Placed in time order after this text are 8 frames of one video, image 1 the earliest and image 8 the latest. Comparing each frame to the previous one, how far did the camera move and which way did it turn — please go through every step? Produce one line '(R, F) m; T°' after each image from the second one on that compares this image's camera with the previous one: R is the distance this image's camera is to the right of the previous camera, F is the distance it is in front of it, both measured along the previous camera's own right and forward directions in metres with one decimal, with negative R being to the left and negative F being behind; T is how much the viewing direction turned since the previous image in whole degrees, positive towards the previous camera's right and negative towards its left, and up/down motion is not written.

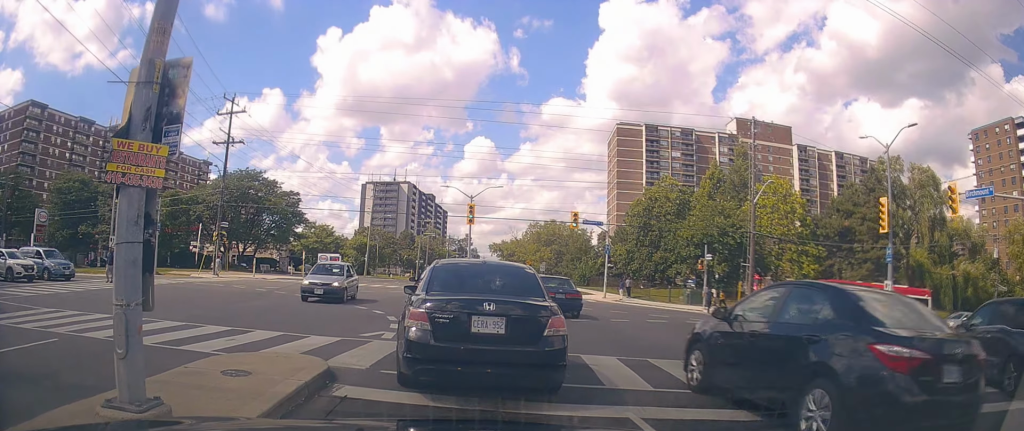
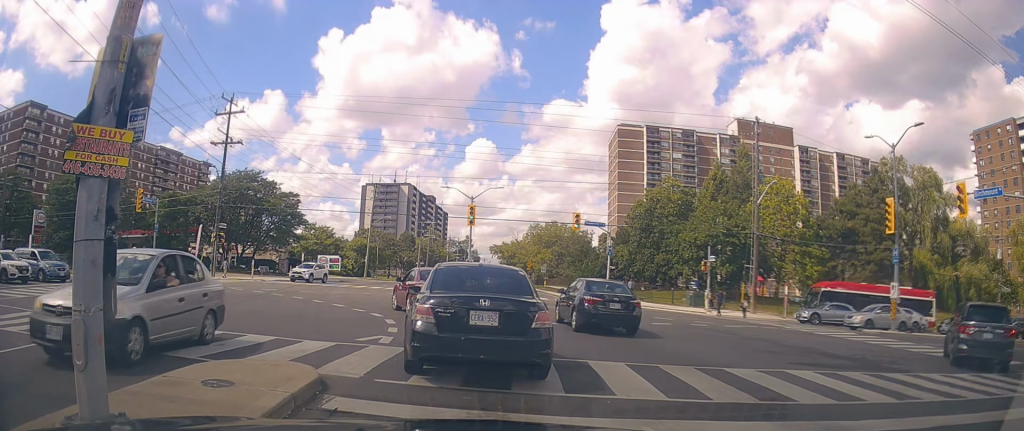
(0.0, +0.6) m; 0°
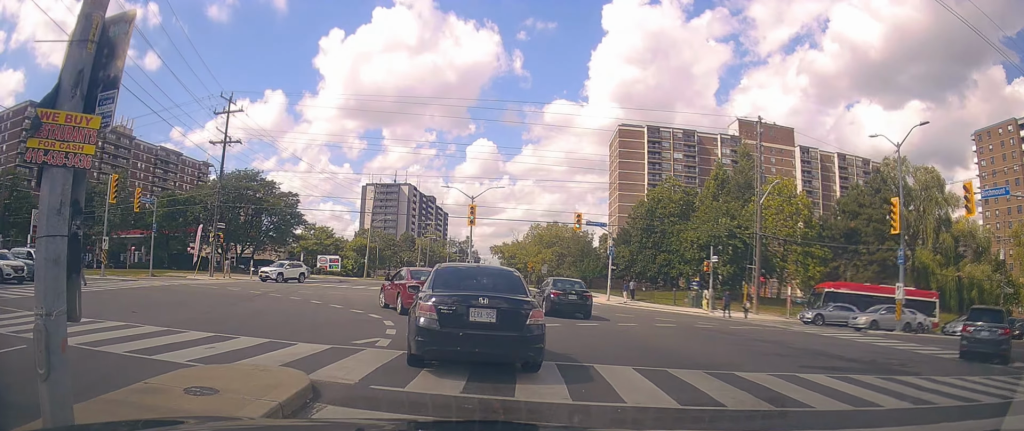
(0.0, +0.2) m; 0°
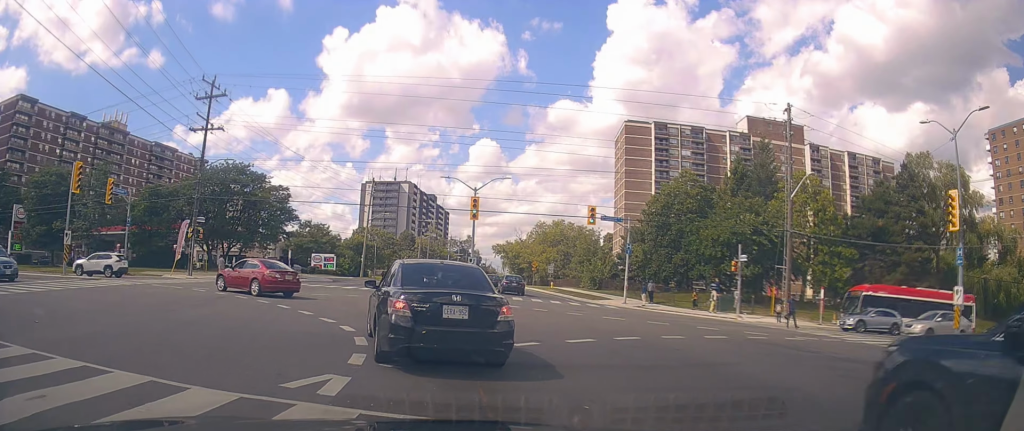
(0.0, +2.0) m; 0°
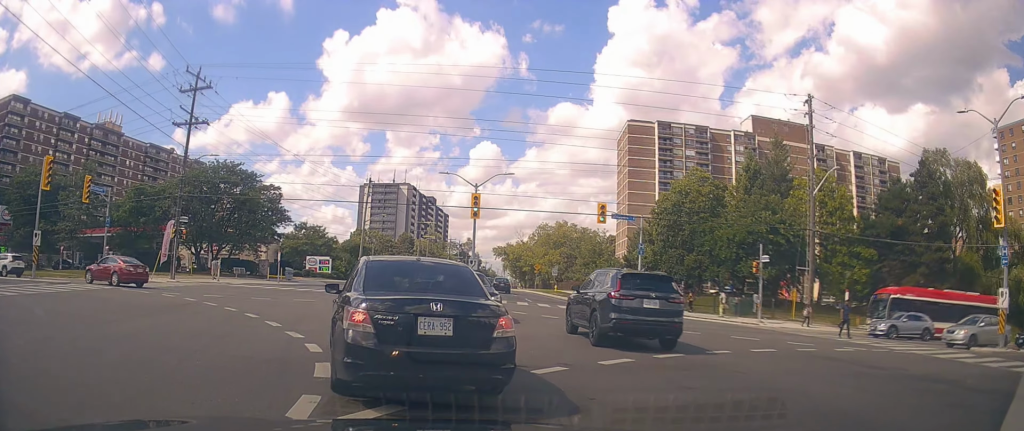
(0.0, +2.6) m; 0°
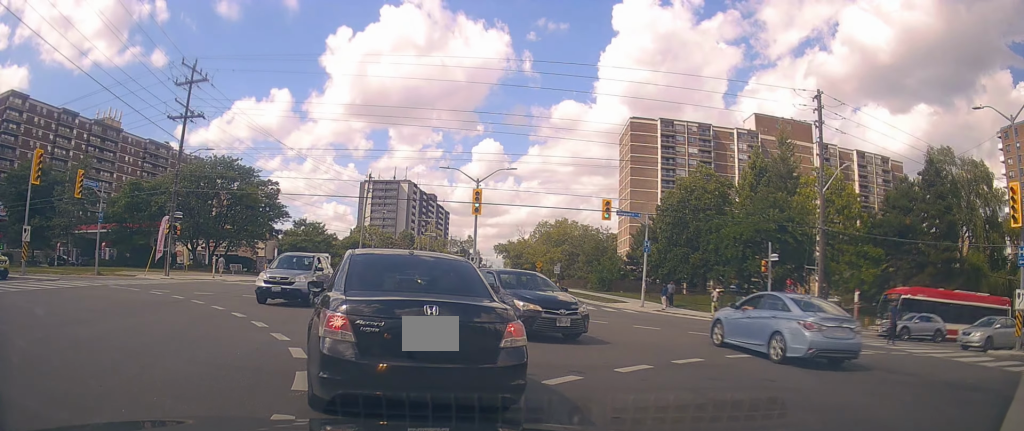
(0.0, +3.8) m; 0°
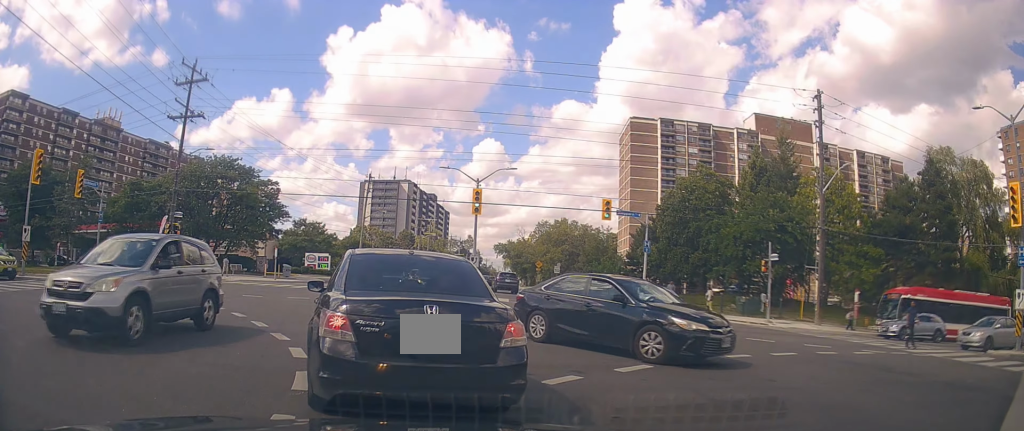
(0.0, +1.0) m; 0°
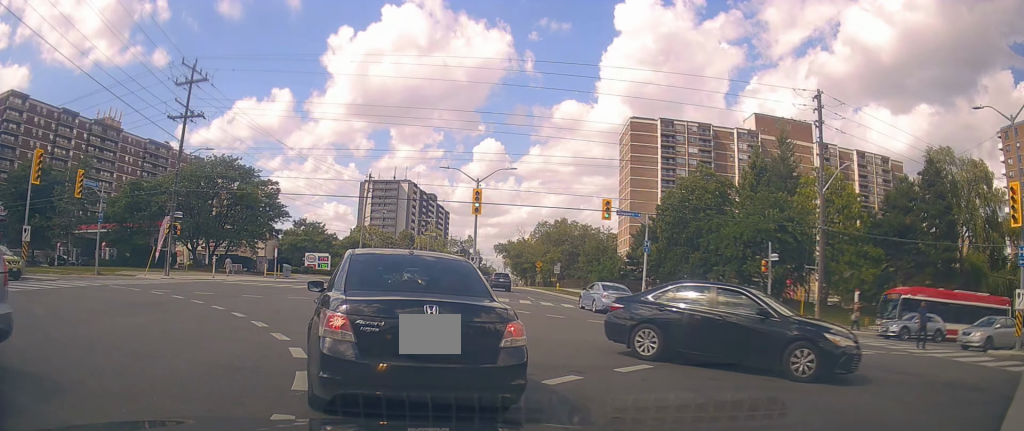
(0.0, +0.4) m; 0°
